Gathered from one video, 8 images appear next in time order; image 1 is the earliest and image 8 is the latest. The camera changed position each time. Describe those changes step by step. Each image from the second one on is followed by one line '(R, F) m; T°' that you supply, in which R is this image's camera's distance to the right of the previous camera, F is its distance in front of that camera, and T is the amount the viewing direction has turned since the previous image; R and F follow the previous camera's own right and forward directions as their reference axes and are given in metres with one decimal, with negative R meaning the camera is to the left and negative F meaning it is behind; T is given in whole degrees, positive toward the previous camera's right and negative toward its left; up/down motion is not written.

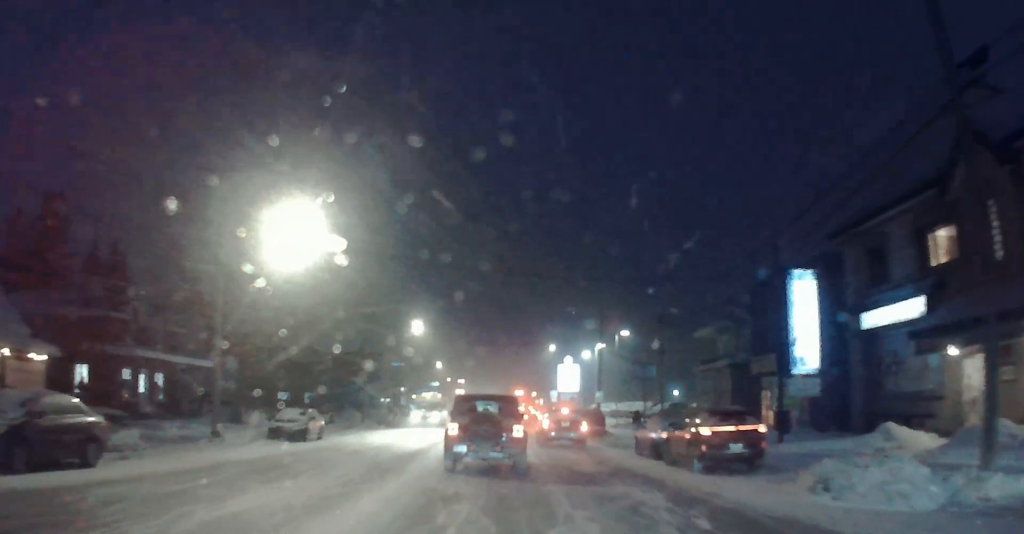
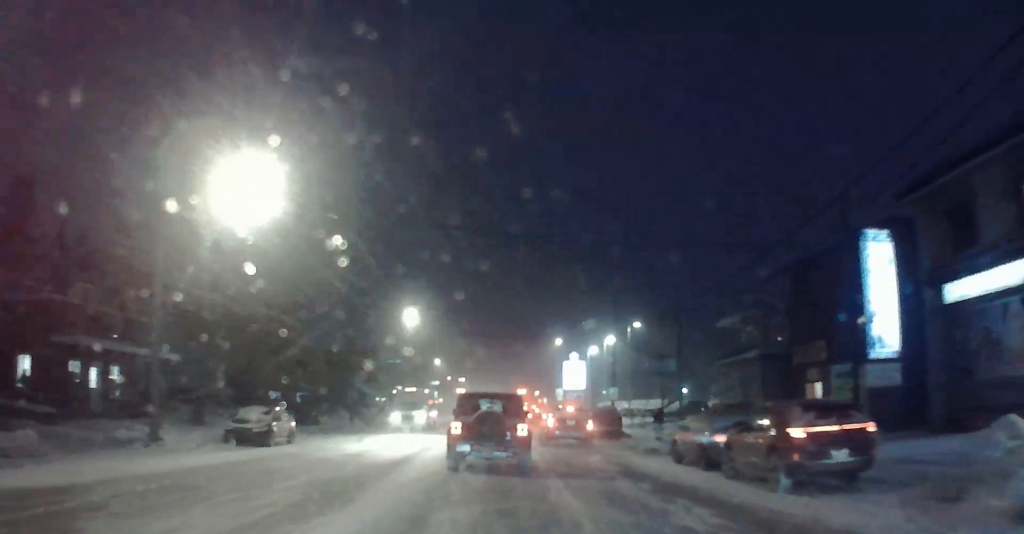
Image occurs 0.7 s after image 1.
(0.0, +5.0) m; 0°
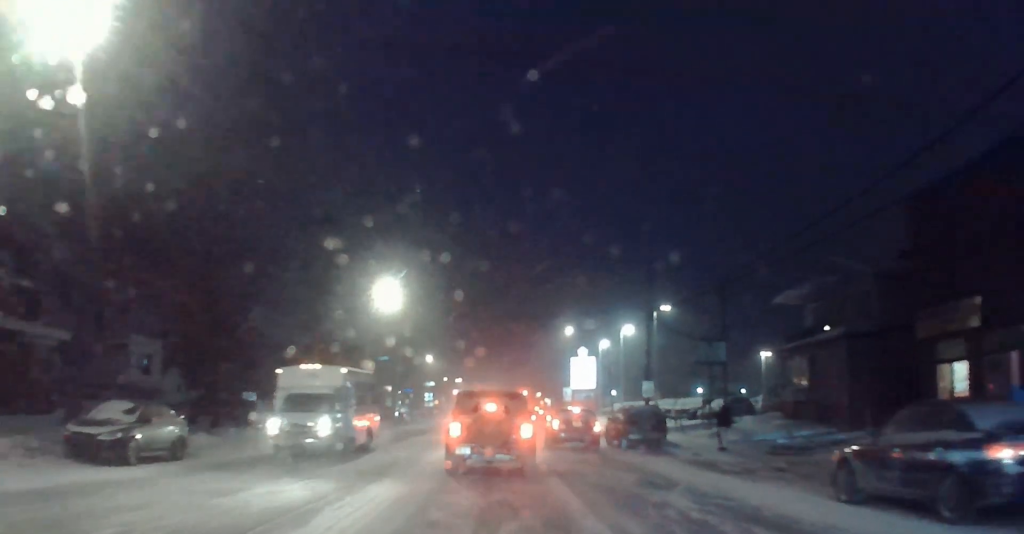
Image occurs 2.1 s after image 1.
(-0.1, +10.1) m; -1°
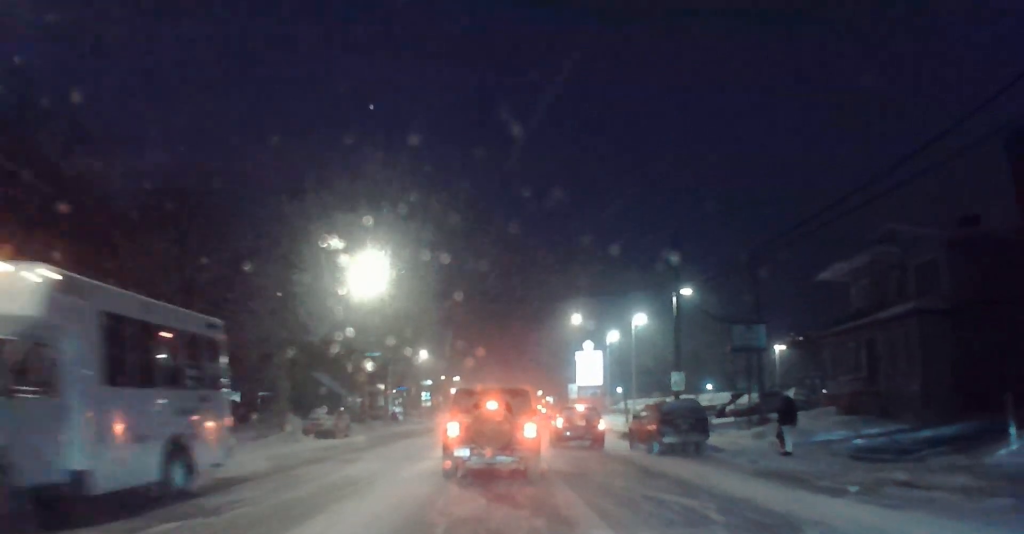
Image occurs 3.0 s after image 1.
(0.0, +6.2) m; +2°
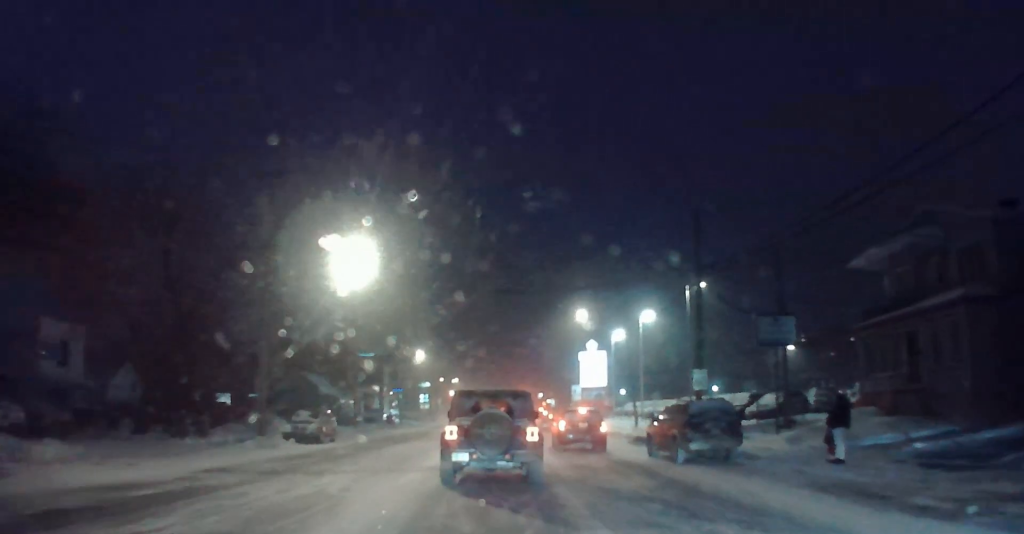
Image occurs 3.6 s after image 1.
(0.0, +3.5) m; +2°
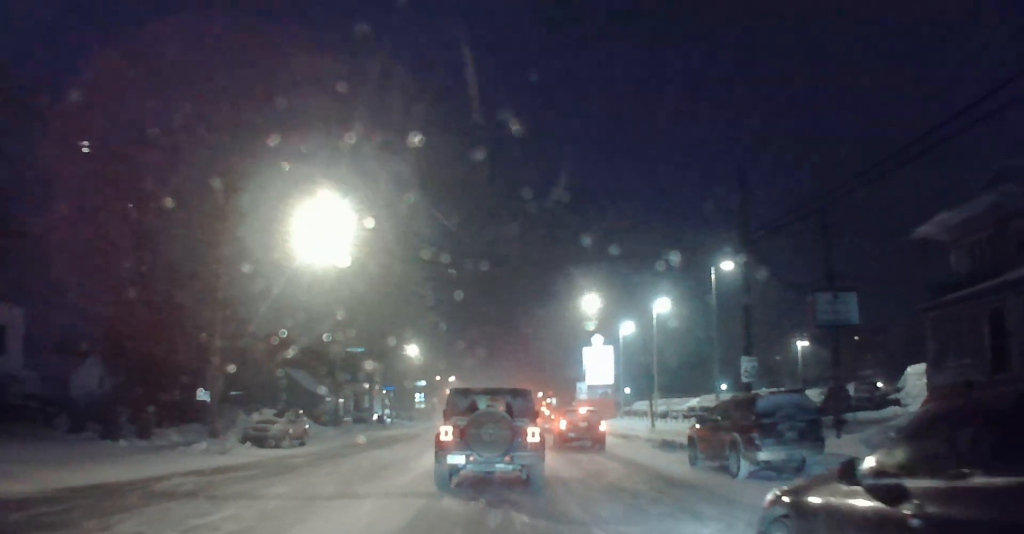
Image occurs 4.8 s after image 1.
(+0.1, +6.5) m; -3°
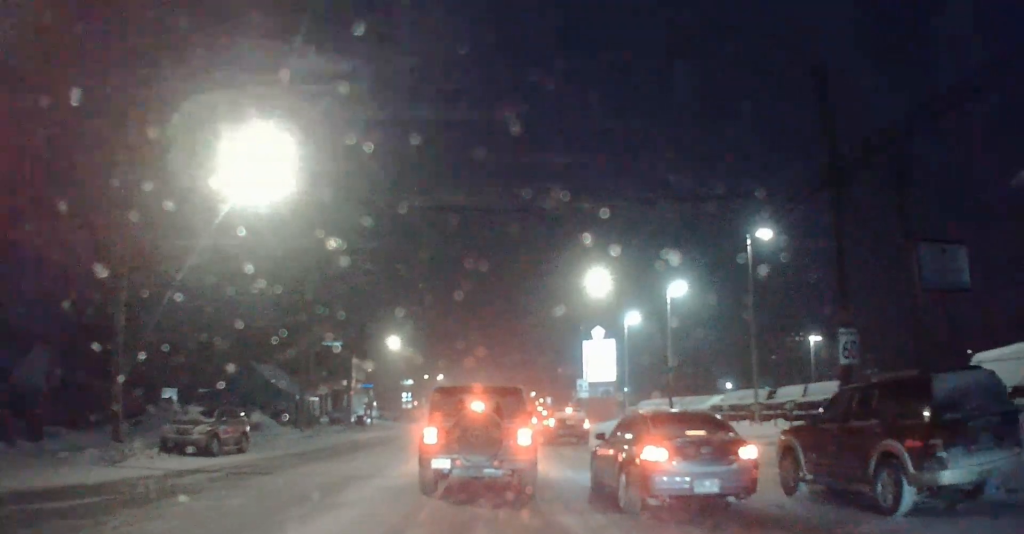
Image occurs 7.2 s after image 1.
(+0.1, +8.7) m; +3°
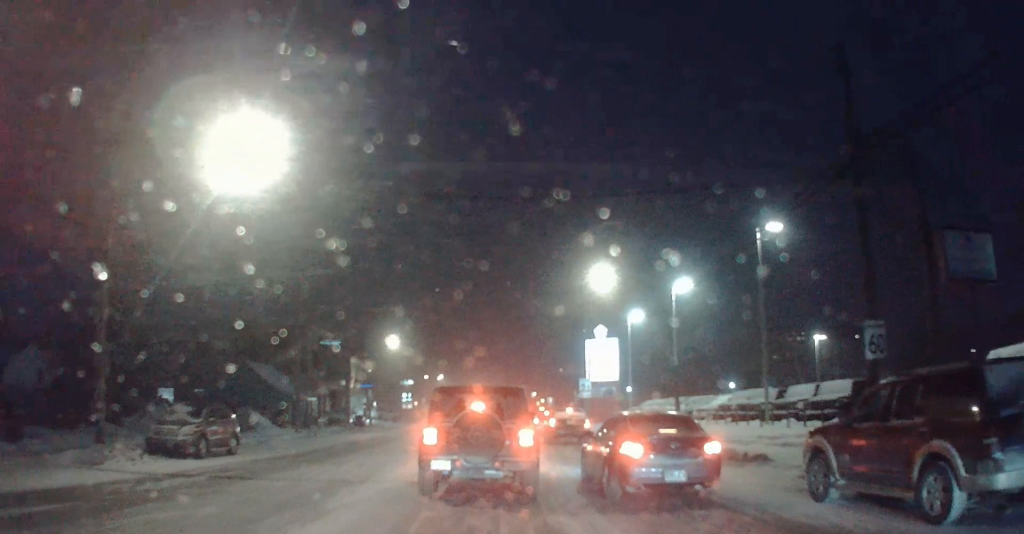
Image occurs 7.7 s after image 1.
(0.0, +1.3) m; -1°
